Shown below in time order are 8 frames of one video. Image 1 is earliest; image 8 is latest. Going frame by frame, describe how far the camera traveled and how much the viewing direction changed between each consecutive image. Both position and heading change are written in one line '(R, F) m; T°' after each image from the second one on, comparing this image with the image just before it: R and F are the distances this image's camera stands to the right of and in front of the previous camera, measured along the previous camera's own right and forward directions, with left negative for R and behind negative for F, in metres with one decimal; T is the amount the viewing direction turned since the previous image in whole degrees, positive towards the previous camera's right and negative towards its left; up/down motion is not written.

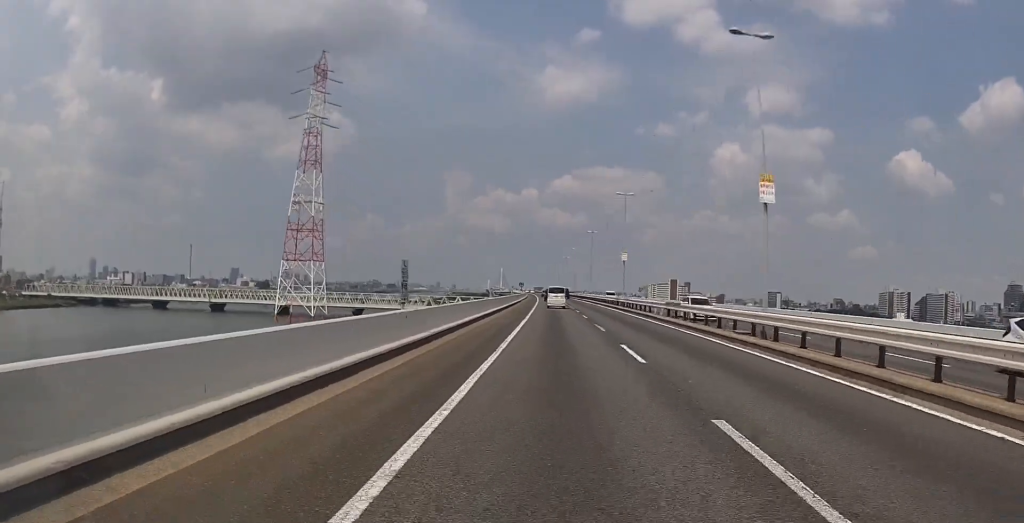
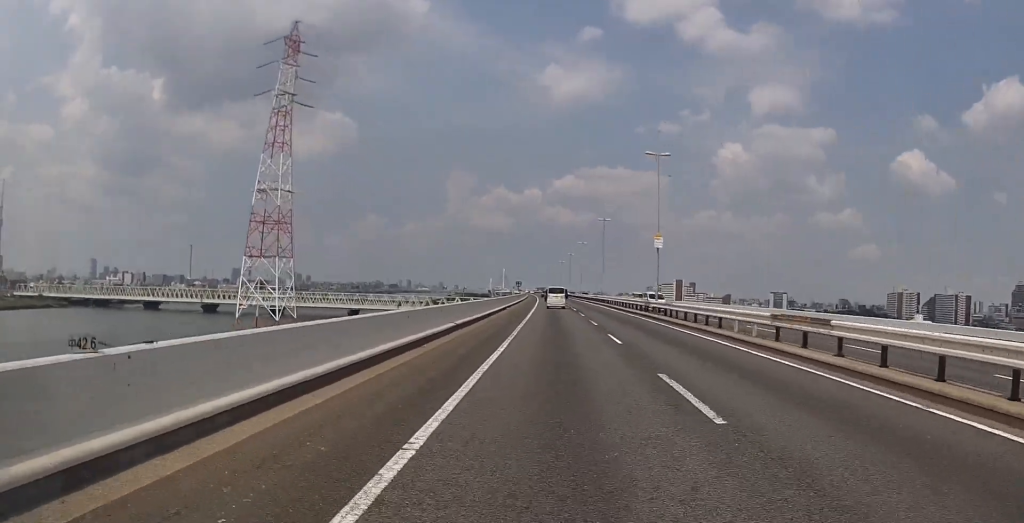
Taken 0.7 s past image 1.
(-0.6, +15.8) m; 0°
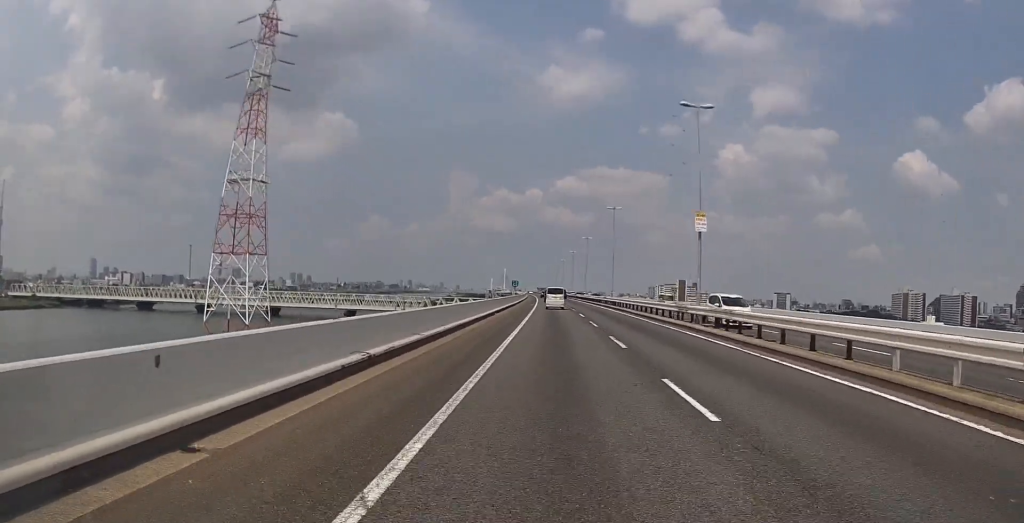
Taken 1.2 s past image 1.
(+0.4, +10.1) m; +1°
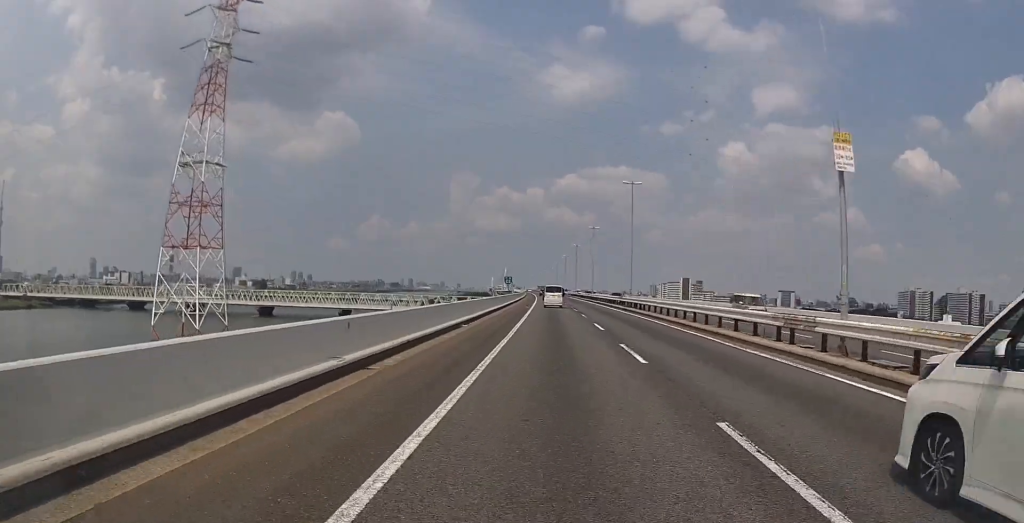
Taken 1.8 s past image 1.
(+0.3, +13.7) m; +1°
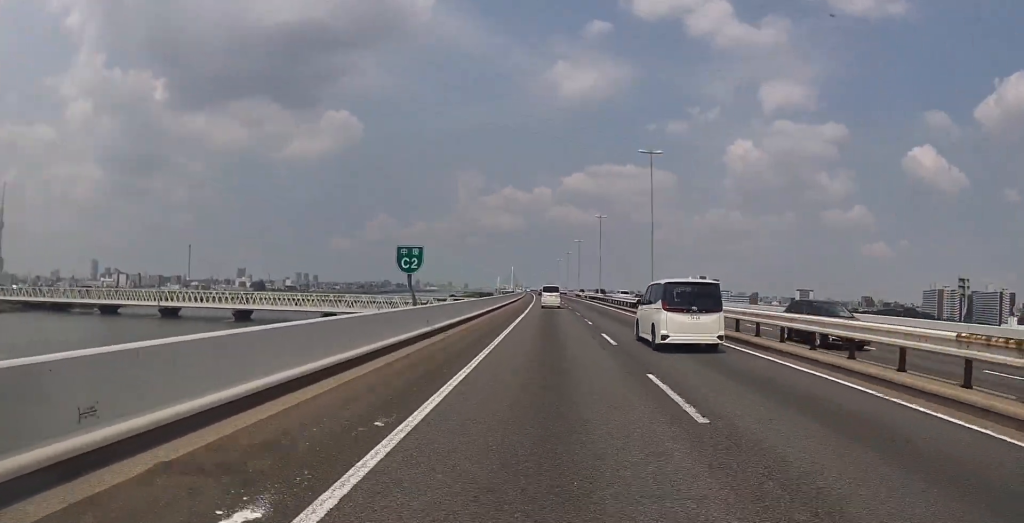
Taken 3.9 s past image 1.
(-1.5, +45.0) m; -1°
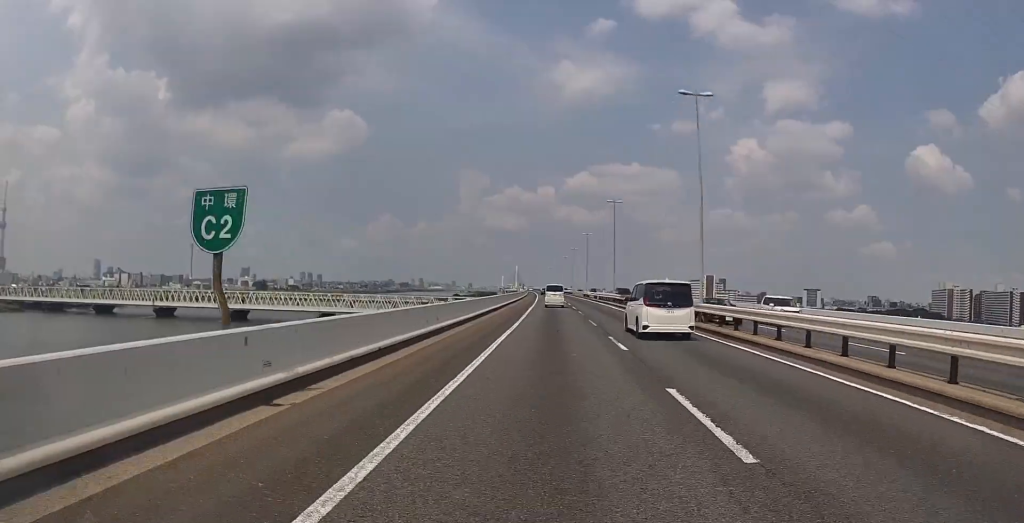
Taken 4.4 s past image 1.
(+0.4, +11.6) m; +2°
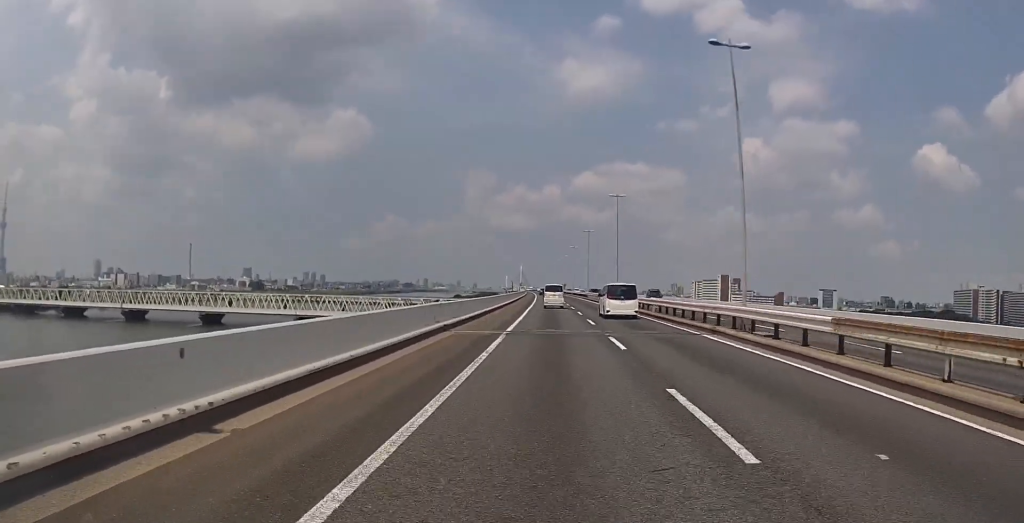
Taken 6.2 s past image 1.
(-0.6, +38.8) m; -2°
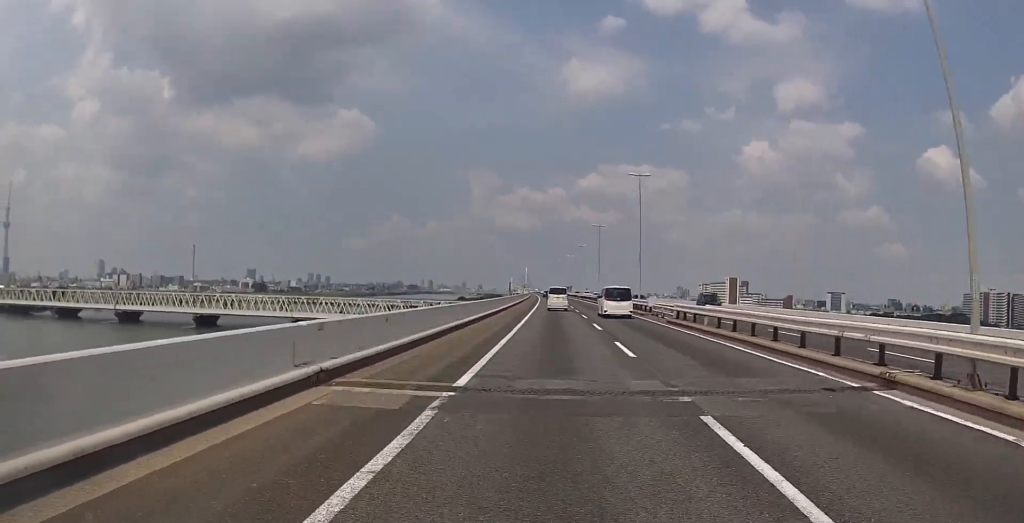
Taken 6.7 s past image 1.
(-0.5, +11.0) m; 0°
